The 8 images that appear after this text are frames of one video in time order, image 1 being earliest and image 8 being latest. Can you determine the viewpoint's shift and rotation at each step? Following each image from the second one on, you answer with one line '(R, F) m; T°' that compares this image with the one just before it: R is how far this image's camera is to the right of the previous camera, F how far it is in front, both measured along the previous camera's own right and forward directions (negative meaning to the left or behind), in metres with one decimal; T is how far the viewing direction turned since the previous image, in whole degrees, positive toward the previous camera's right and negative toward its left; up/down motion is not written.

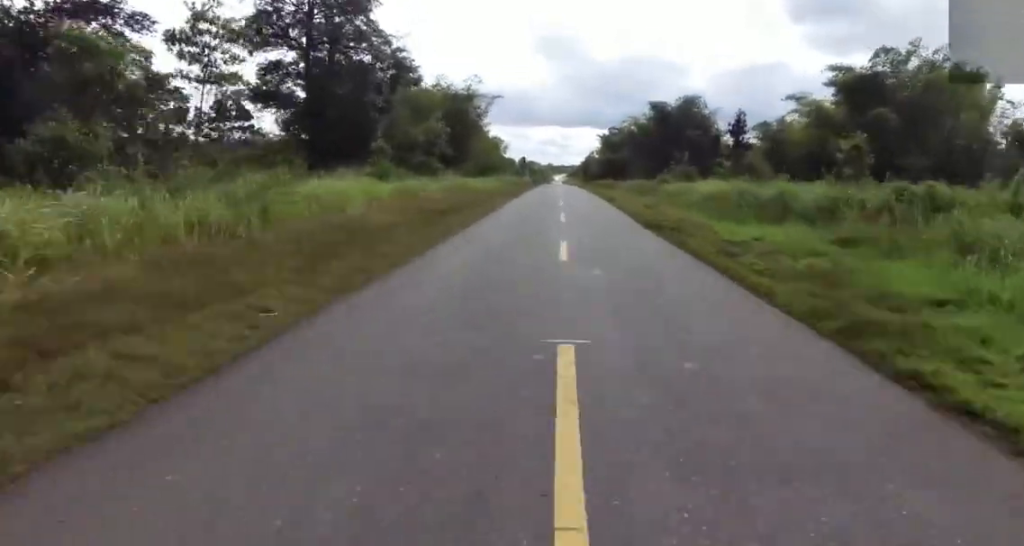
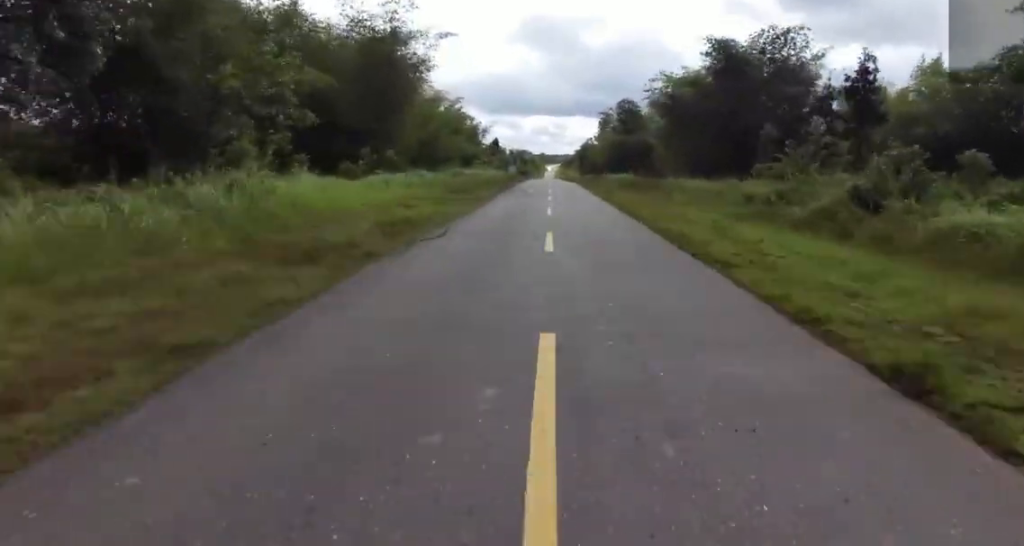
(+0.2, +31.6) m; +1°
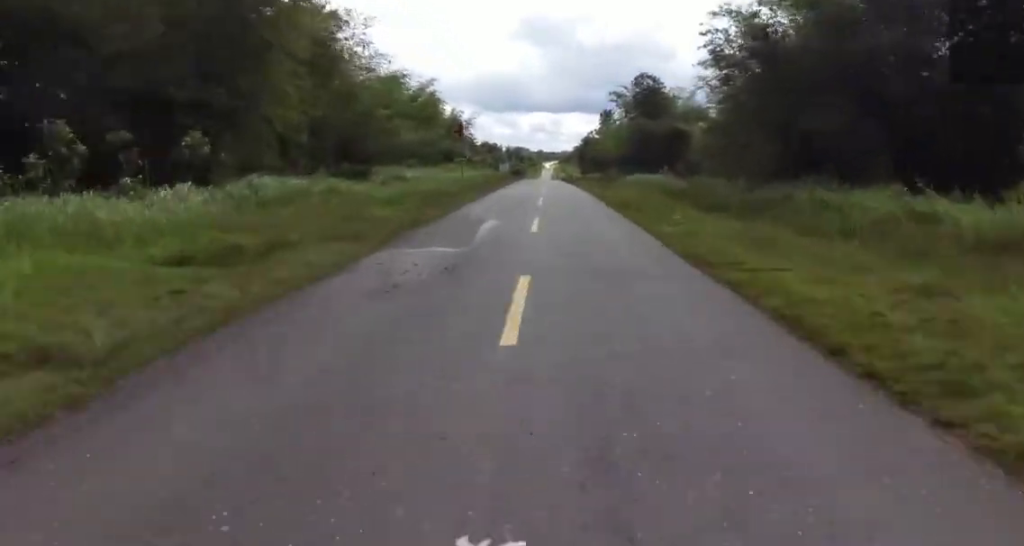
(0.0, +20.6) m; 0°
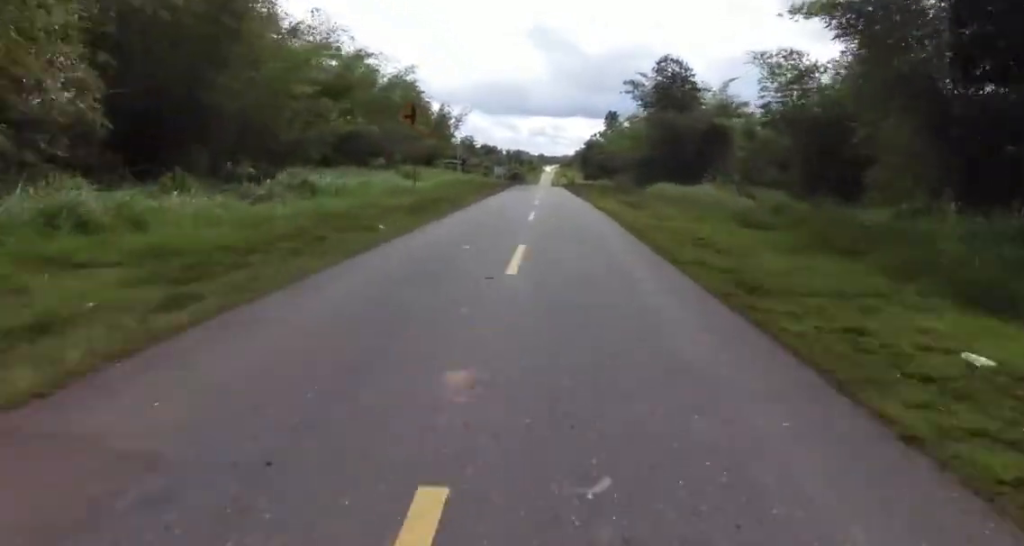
(0.0, +13.1) m; 0°
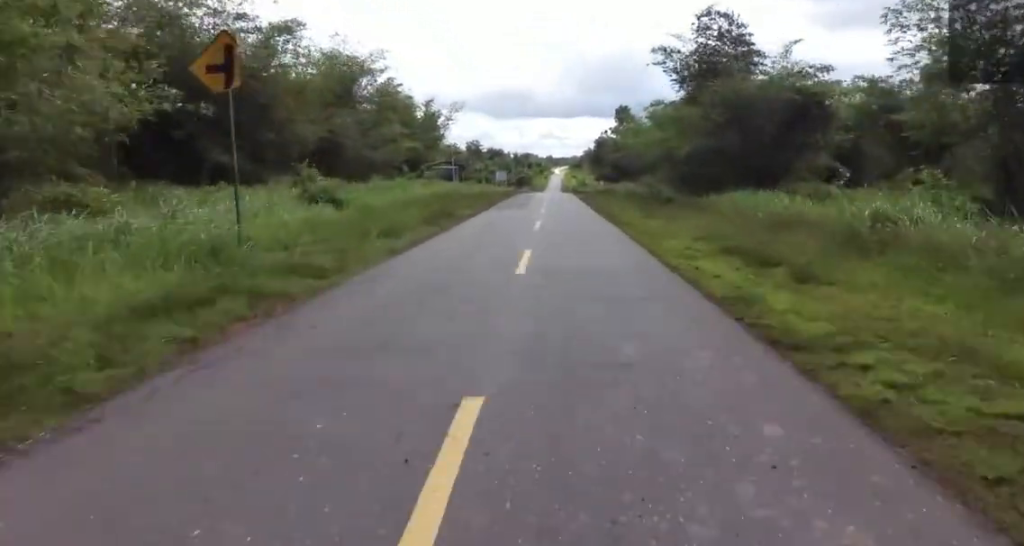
(0.0, +15.1) m; -2°
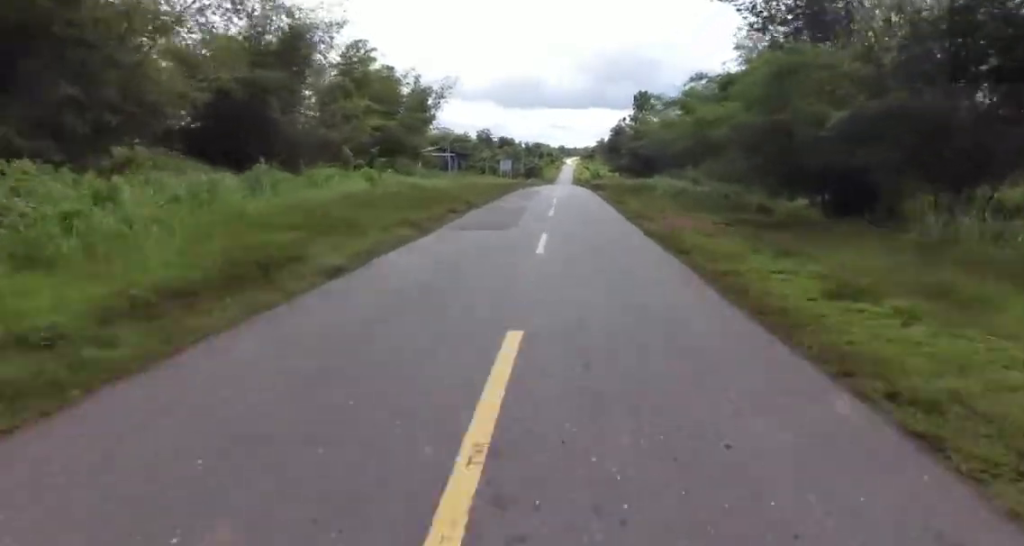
(+0.1, +14.2) m; -2°
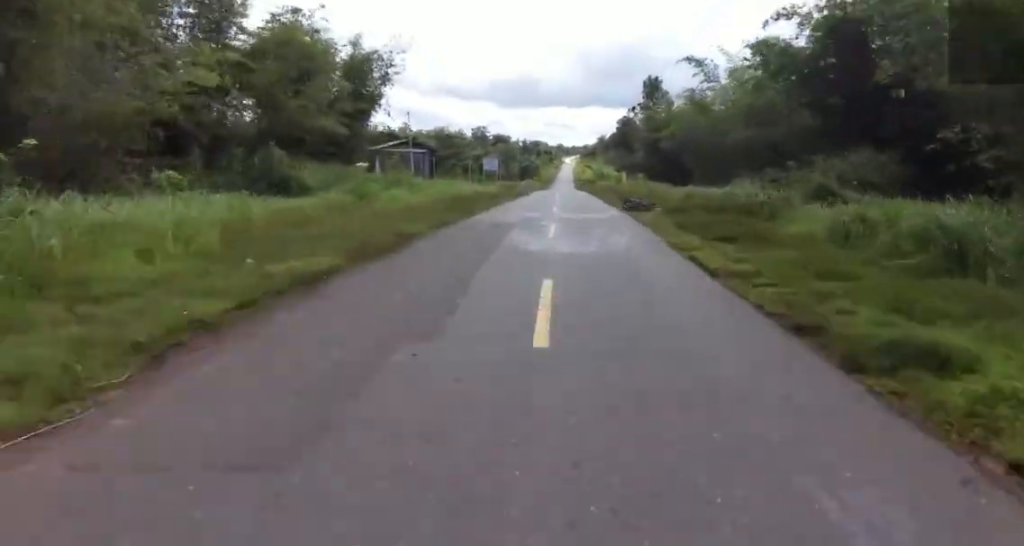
(-1.0, +21.0) m; 0°
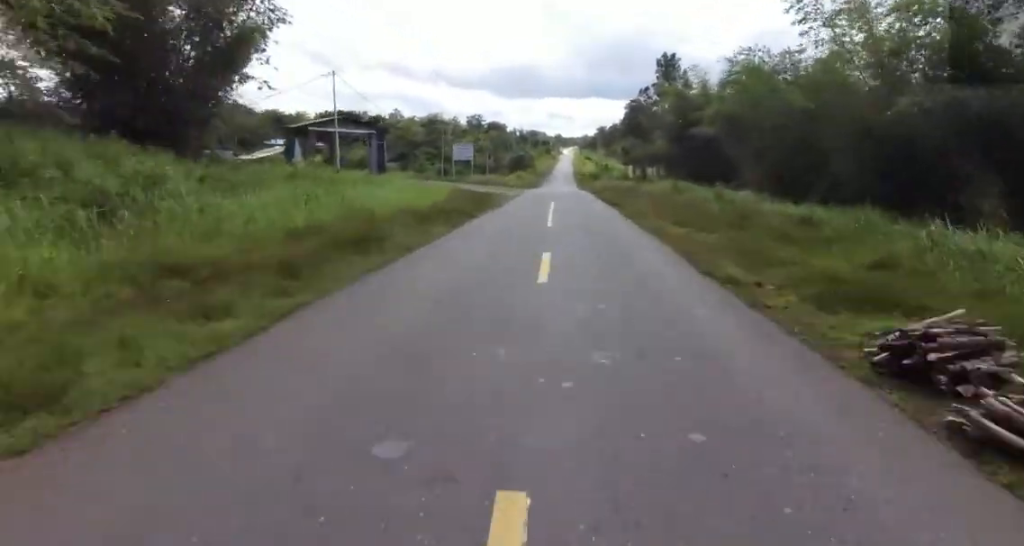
(+1.0, +19.6) m; 0°
